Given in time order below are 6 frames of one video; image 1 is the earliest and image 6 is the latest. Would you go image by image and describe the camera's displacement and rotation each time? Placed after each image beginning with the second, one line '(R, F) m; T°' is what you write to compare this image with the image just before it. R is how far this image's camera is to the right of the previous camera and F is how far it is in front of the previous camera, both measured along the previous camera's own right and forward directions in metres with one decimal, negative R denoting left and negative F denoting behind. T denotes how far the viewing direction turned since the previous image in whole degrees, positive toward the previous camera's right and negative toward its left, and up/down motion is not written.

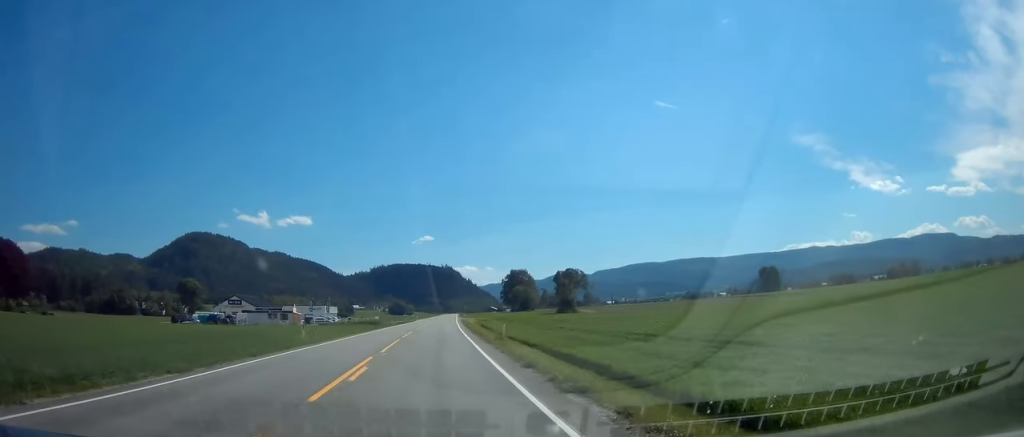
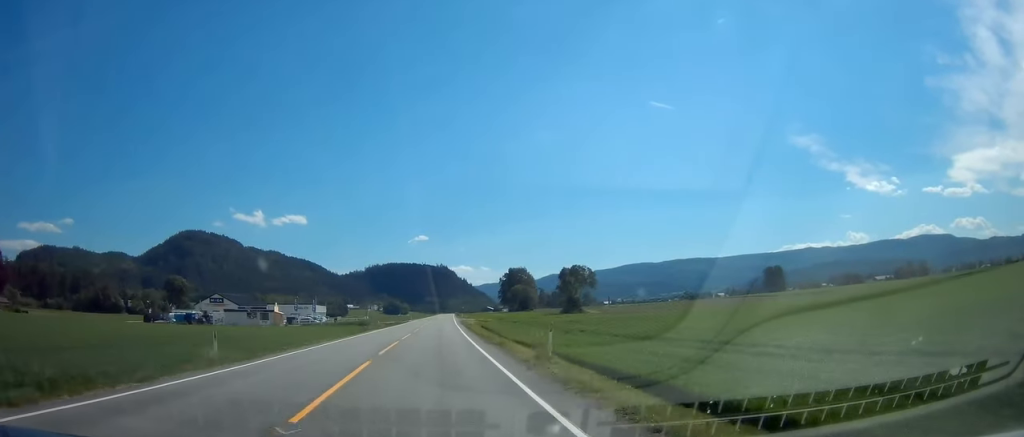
(-0.1, +13.9) m; +1°
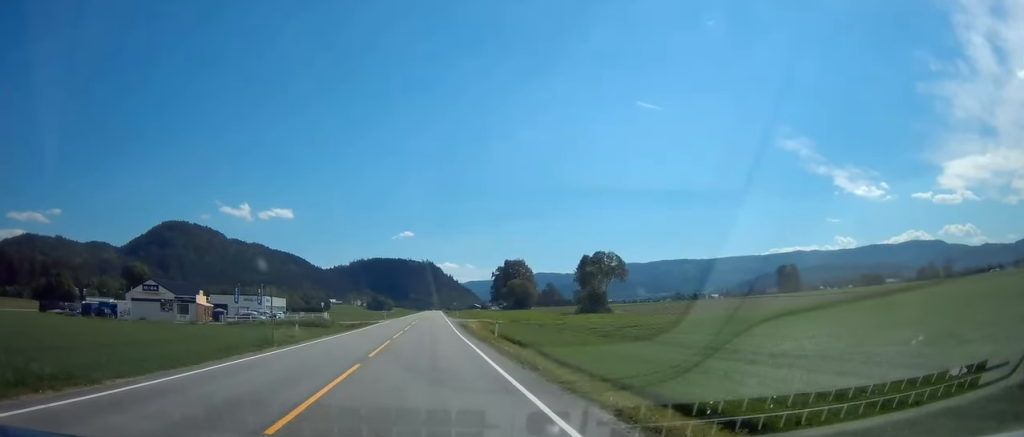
(+1.4, +38.9) m; +4°
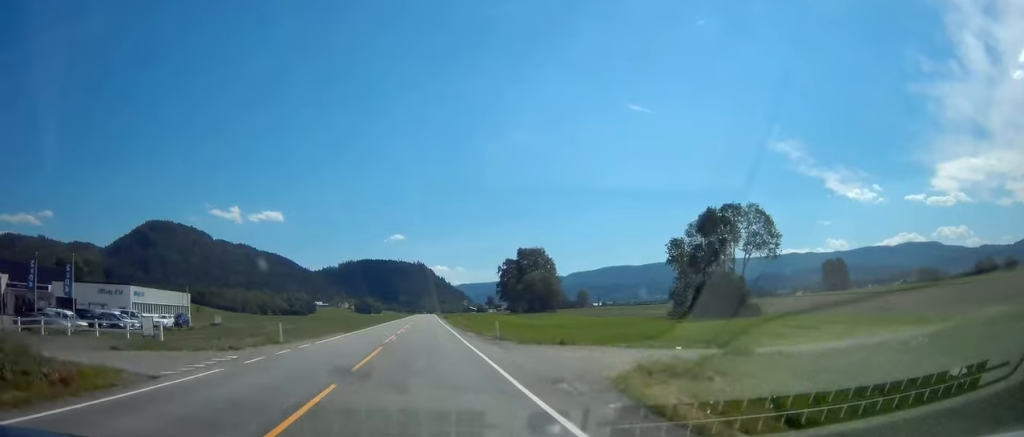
(+0.8, +65.5) m; 0°
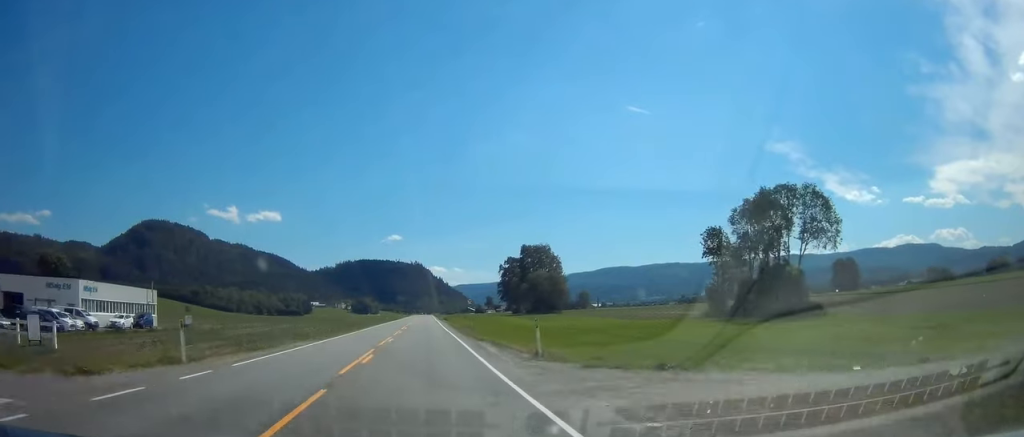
(-0.2, +12.7) m; 0°
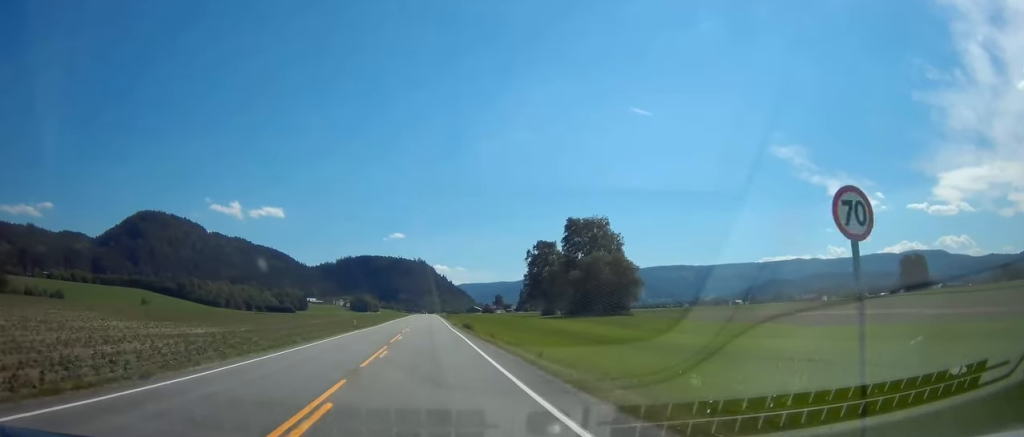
(+0.6, +59.8) m; 0°
